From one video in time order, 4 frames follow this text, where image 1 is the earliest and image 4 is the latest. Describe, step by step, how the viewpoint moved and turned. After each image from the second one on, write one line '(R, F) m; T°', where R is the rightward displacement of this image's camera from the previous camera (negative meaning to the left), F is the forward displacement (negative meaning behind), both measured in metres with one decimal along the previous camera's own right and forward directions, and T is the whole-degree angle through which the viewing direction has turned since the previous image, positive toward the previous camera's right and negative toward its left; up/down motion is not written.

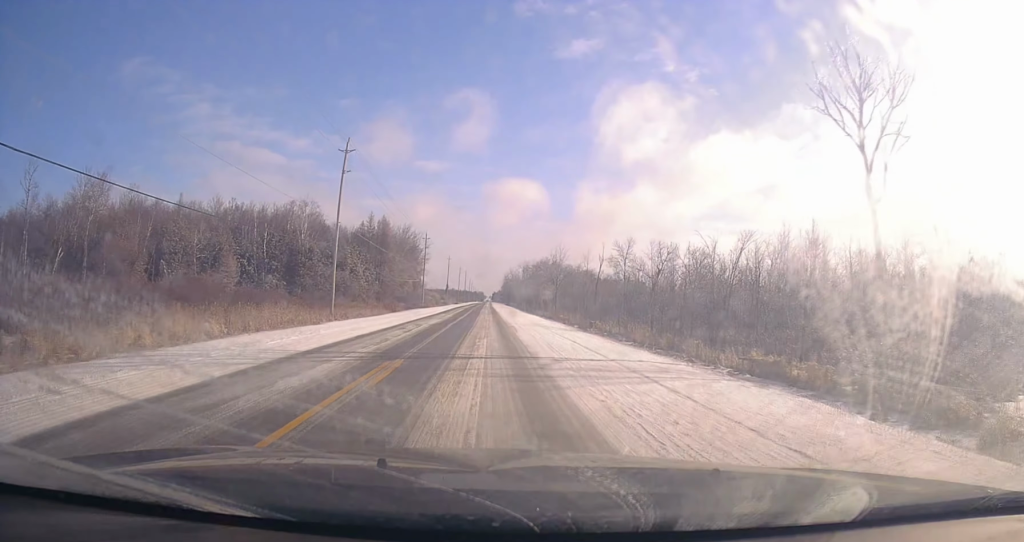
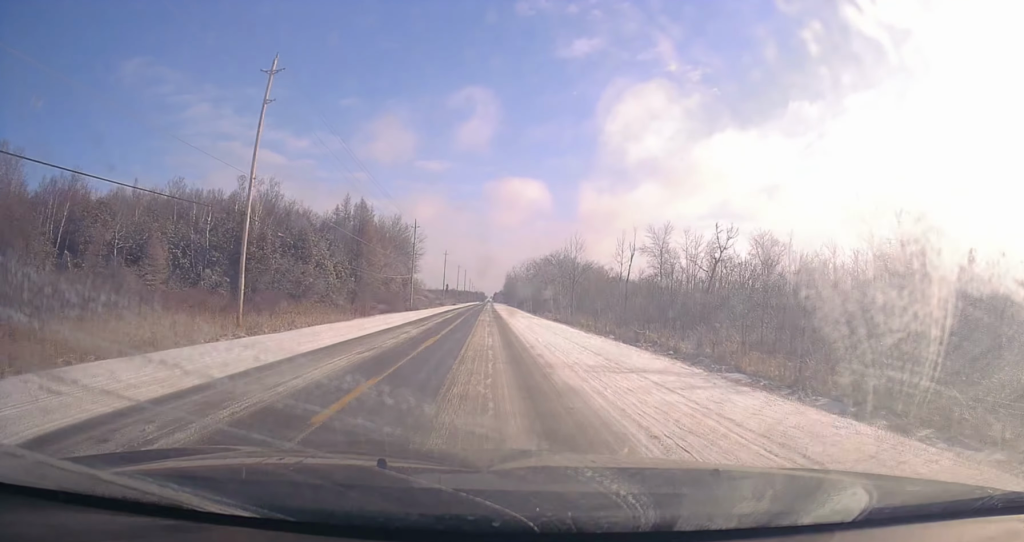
(+0.1, +19.5) m; +1°
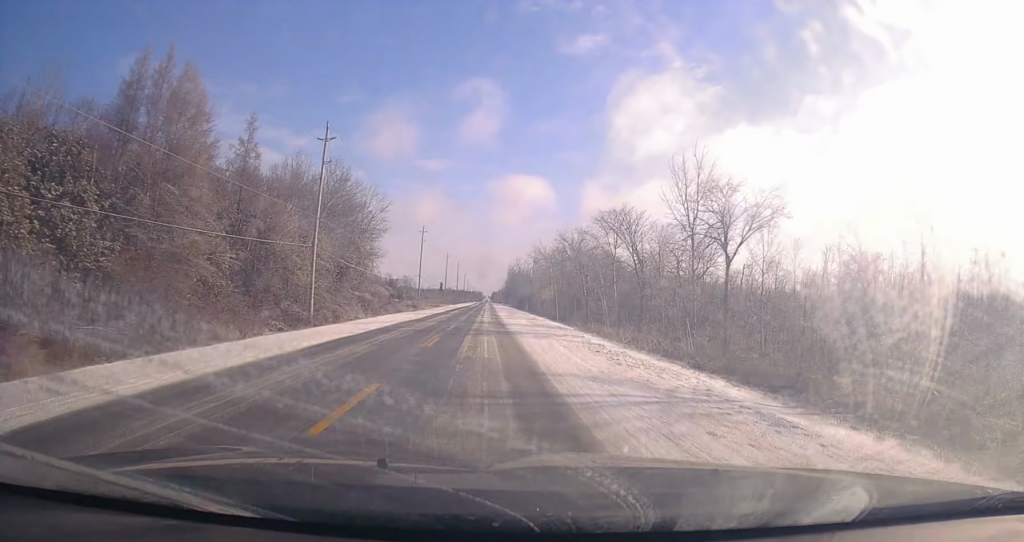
(+0.5, +57.7) m; 0°
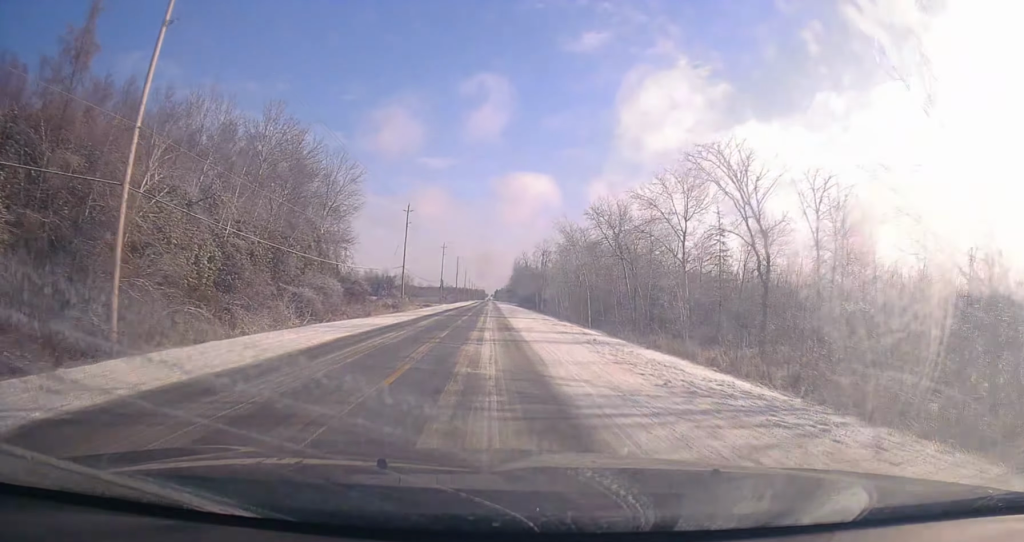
(+0.2, +26.2) m; 0°
